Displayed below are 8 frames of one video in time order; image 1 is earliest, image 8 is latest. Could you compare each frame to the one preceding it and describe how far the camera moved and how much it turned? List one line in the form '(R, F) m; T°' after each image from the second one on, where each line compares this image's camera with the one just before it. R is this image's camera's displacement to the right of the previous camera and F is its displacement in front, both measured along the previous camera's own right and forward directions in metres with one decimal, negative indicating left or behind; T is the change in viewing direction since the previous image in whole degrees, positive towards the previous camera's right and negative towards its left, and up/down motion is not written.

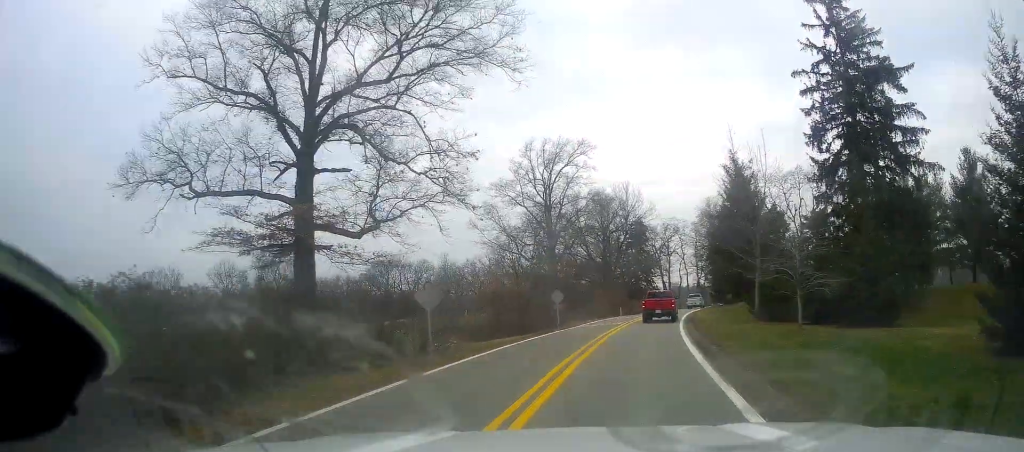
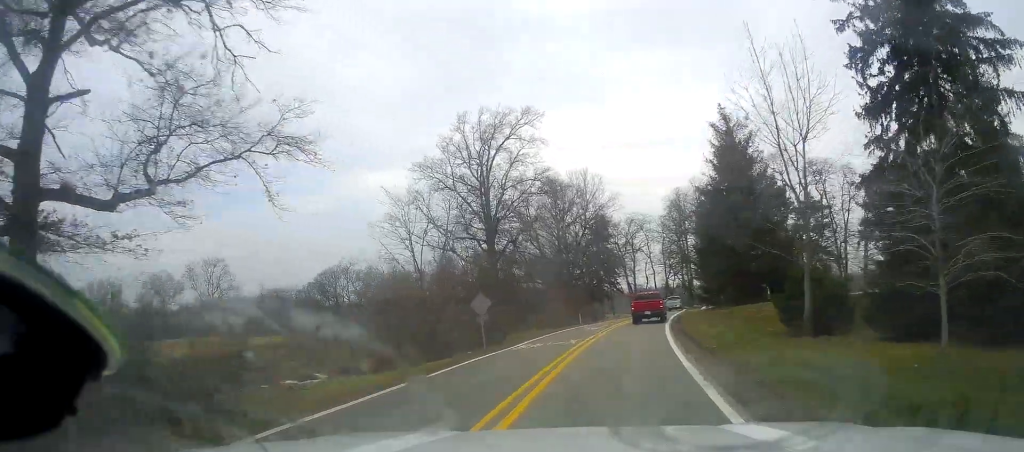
(0.0, +13.1) m; +1°
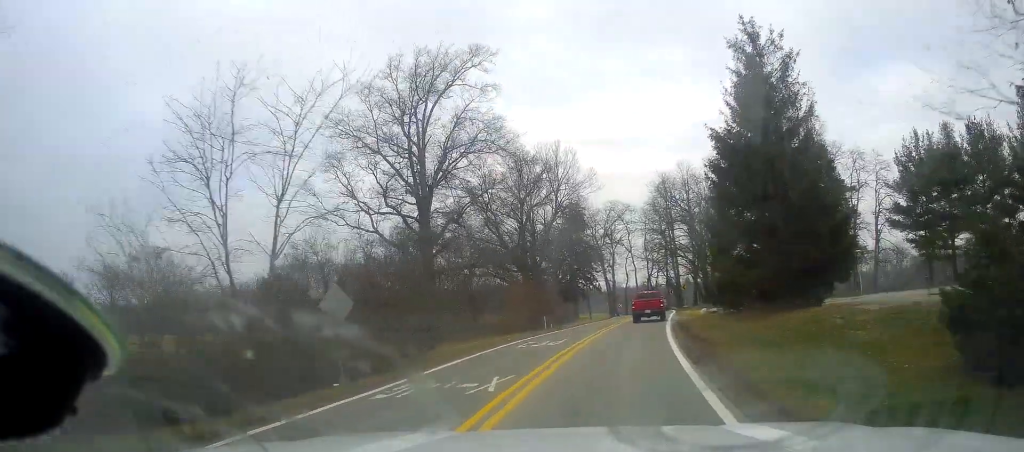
(+0.2, +13.0) m; +3°
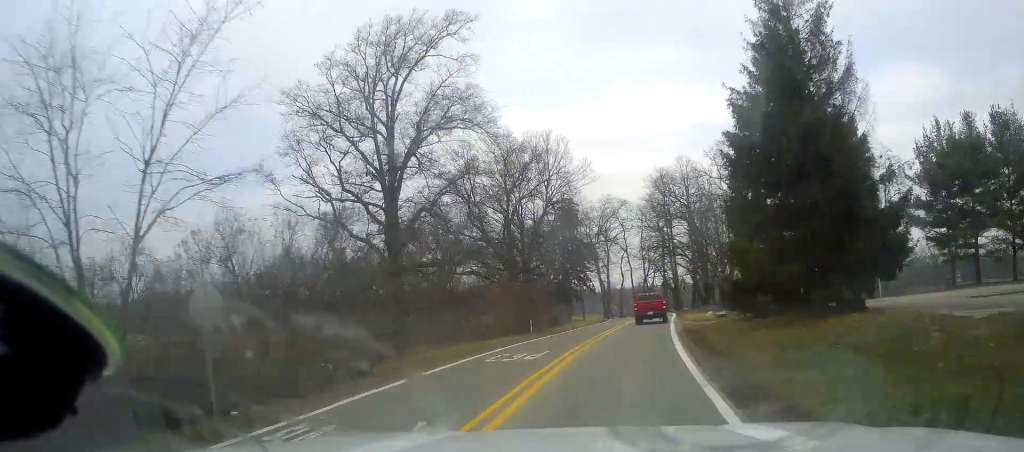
(+0.2, +5.1) m; +2°
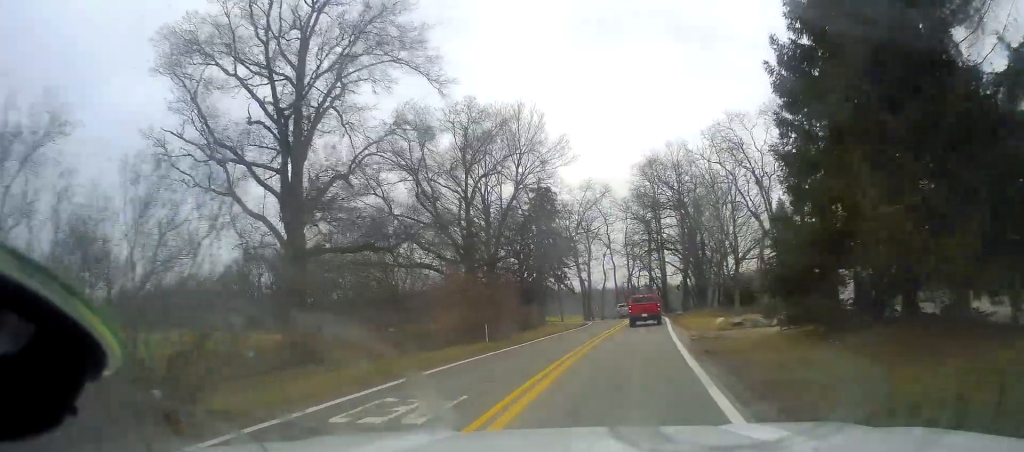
(+0.3, +9.4) m; +3°
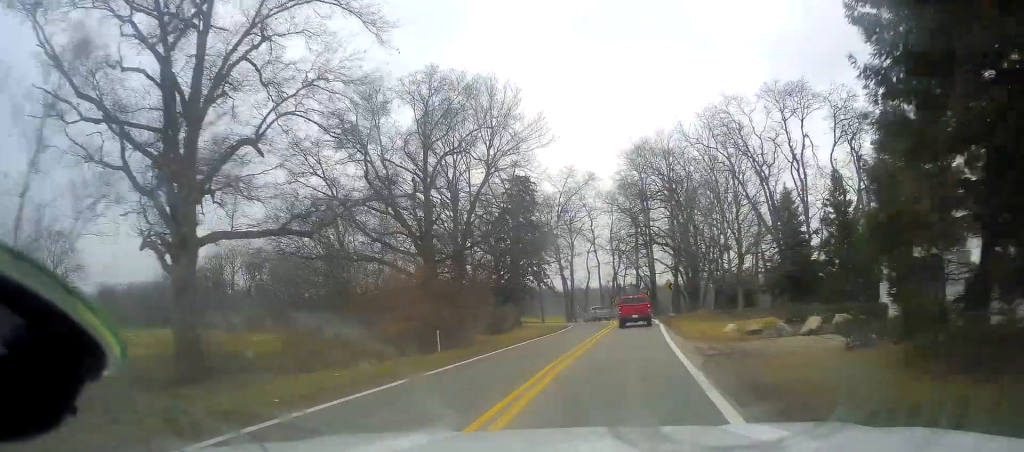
(0.0, +6.4) m; +2°
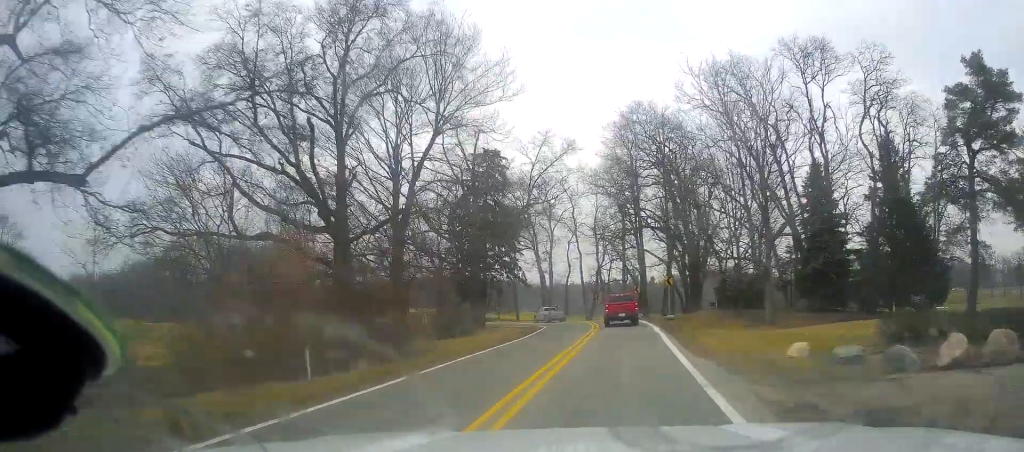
(+0.3, +10.5) m; 0°
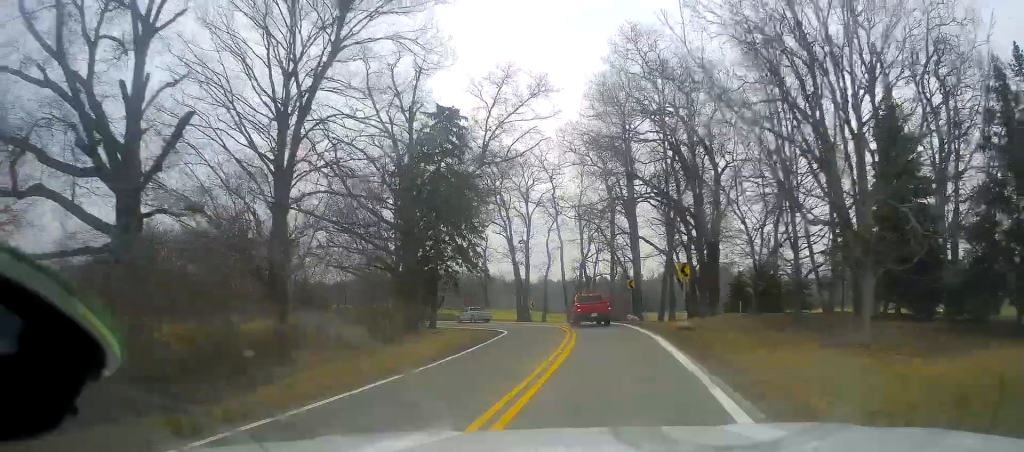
(-0.2, +12.9) m; +1°
